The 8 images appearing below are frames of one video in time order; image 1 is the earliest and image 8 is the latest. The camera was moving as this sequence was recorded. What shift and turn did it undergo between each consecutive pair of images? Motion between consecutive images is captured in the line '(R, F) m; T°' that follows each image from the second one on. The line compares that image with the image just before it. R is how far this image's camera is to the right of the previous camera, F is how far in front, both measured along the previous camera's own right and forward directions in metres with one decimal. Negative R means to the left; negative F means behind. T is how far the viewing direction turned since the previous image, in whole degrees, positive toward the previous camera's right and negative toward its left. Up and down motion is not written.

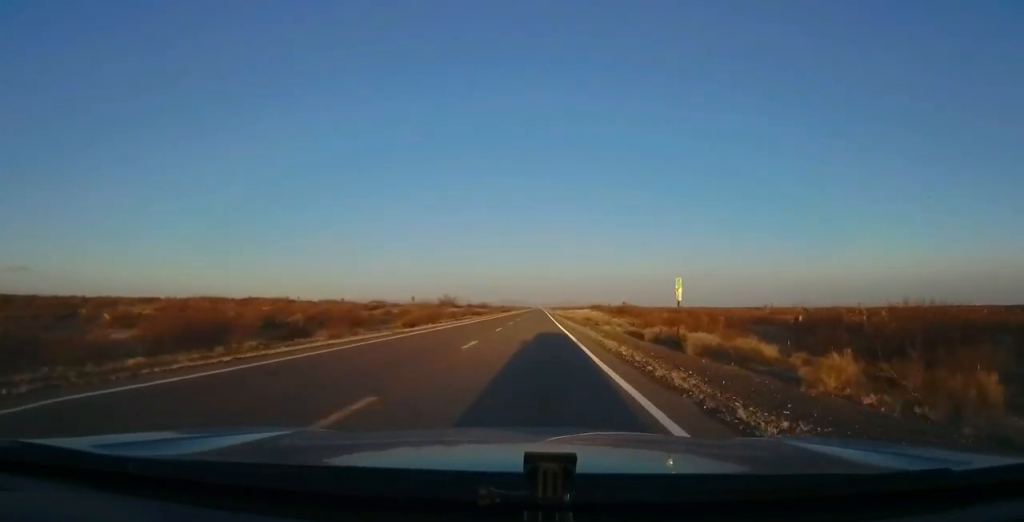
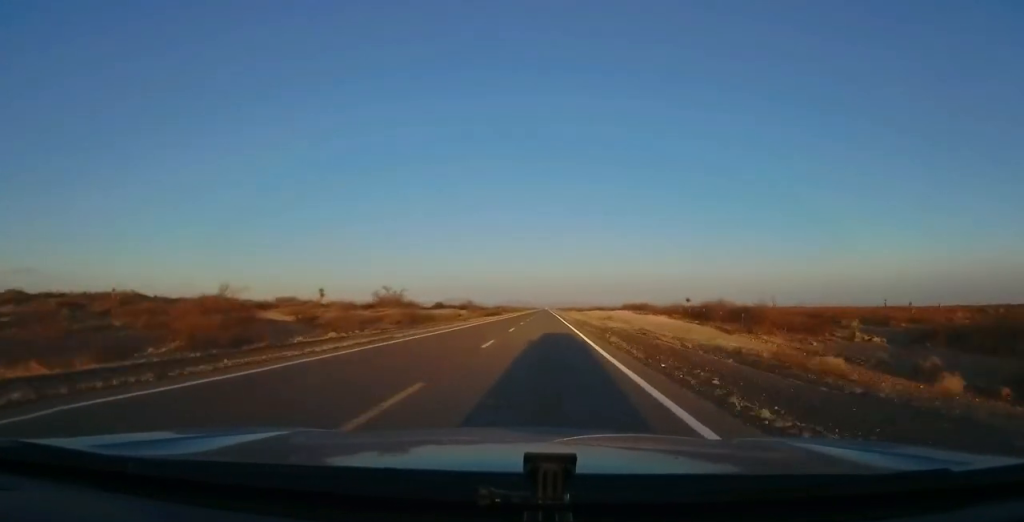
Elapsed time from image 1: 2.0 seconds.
(+0.5, +59.6) m; -1°
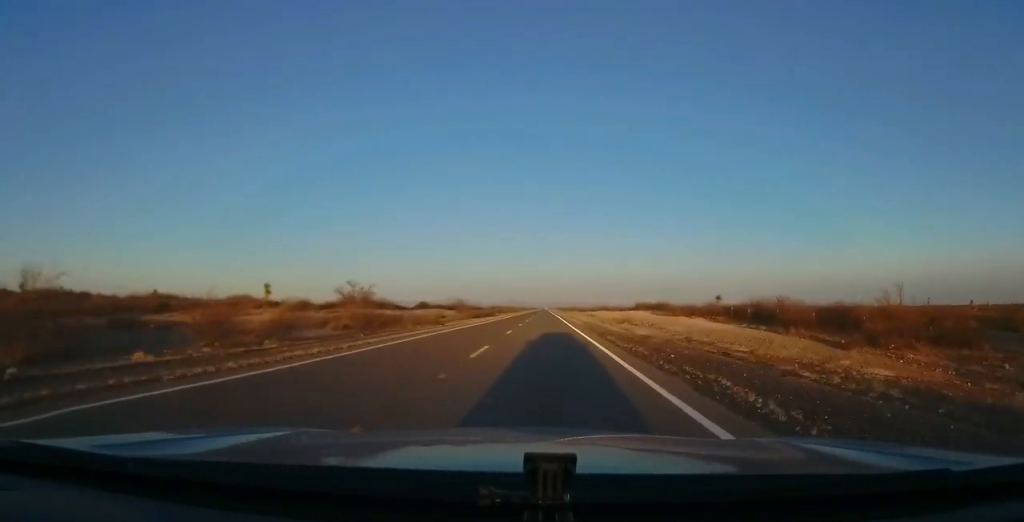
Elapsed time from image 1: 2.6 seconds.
(-0.2, +15.7) m; -1°
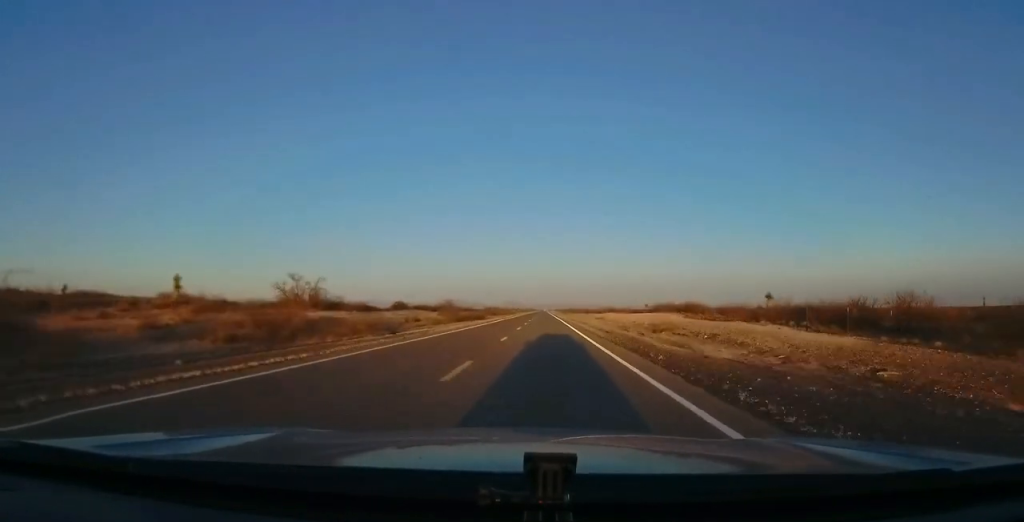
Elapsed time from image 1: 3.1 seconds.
(0.0, +16.7) m; 0°
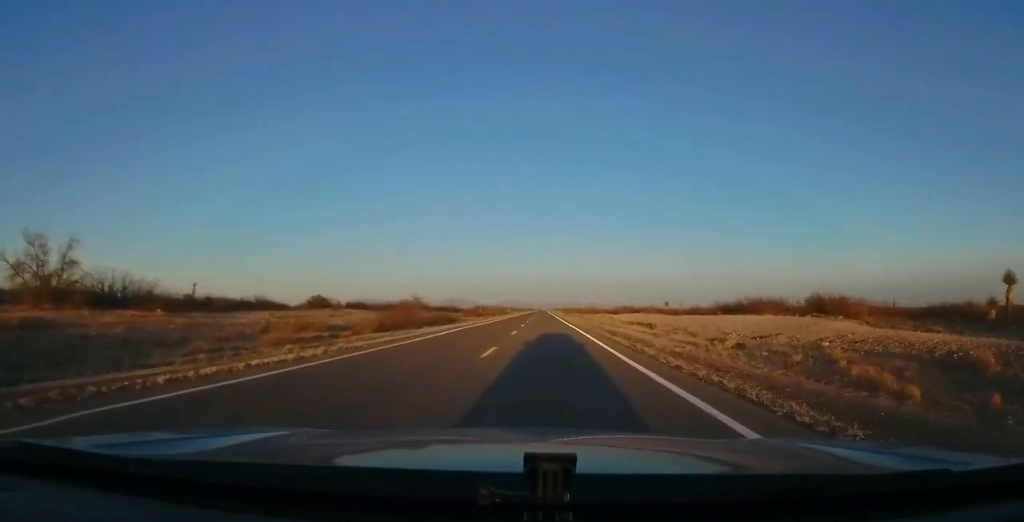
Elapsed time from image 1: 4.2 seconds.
(+0.3, +32.4) m; +1°
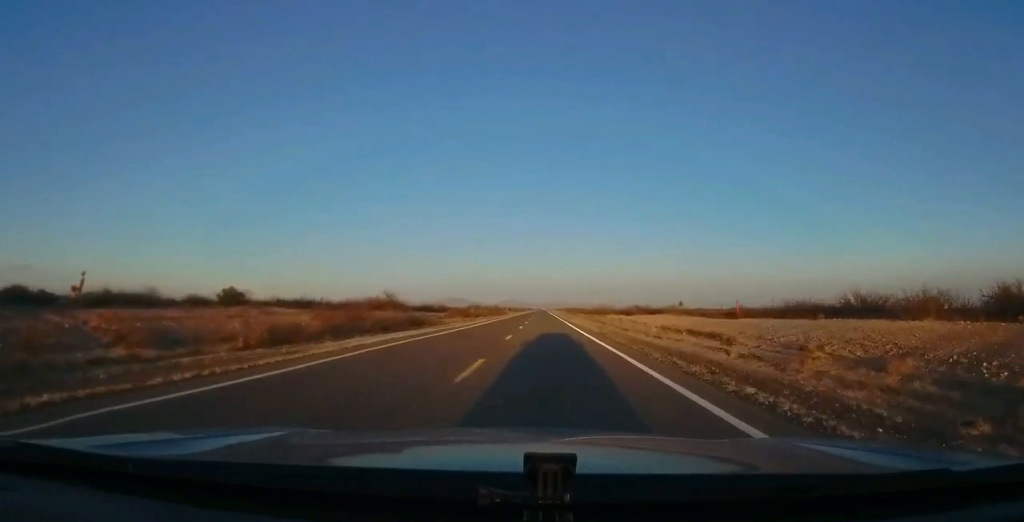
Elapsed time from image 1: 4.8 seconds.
(+0.2, +16.6) m; 0°
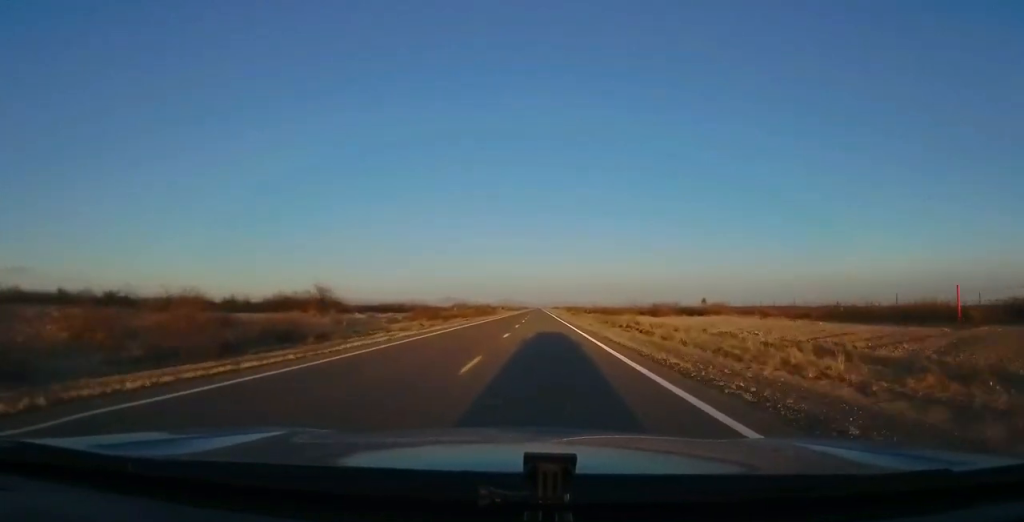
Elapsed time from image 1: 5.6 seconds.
(-0.4, +23.5) m; 0°
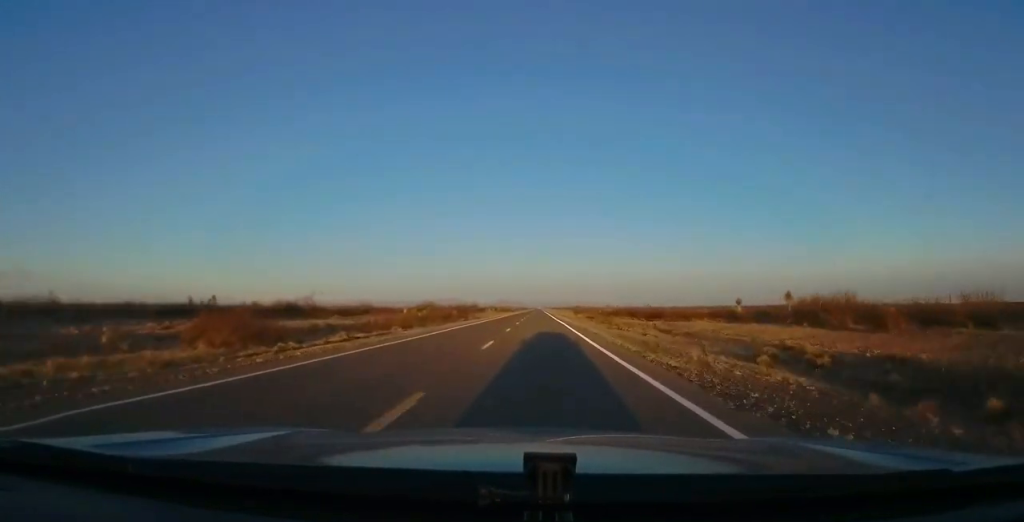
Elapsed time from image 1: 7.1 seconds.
(+0.2, +42.8) m; 0°
